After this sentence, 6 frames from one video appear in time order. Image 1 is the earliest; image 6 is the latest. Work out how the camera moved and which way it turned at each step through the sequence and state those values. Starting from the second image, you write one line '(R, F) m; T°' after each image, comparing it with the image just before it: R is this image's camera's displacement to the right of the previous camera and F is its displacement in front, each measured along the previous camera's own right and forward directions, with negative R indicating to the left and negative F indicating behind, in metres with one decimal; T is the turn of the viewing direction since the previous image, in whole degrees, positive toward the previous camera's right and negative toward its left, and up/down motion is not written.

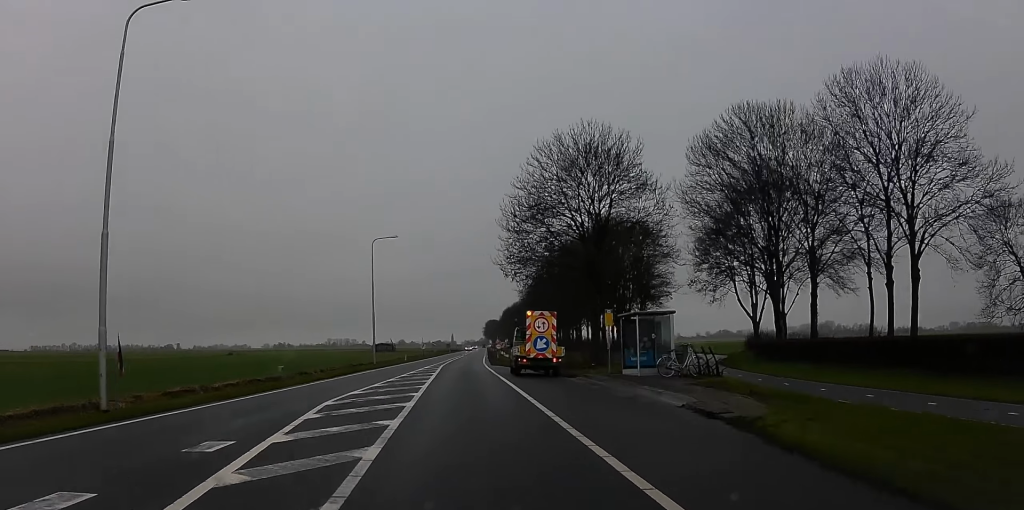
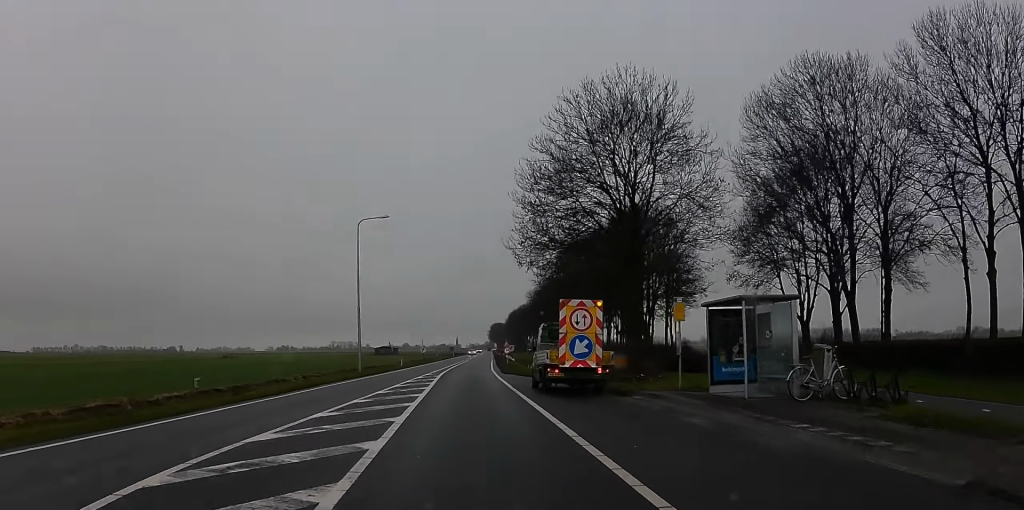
(-0.1, +10.4) m; -2°
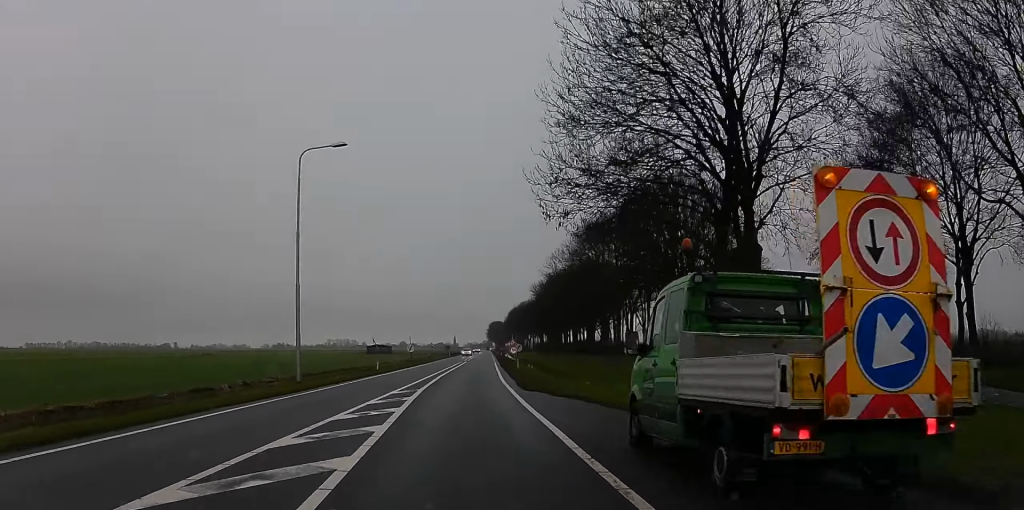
(-0.4, +16.8) m; 0°
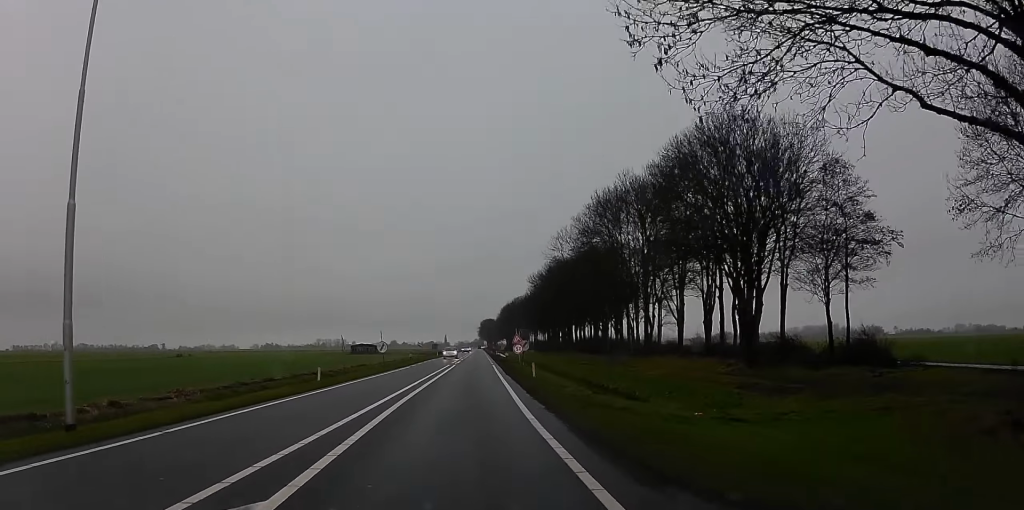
(+0.7, +18.0) m; +1°
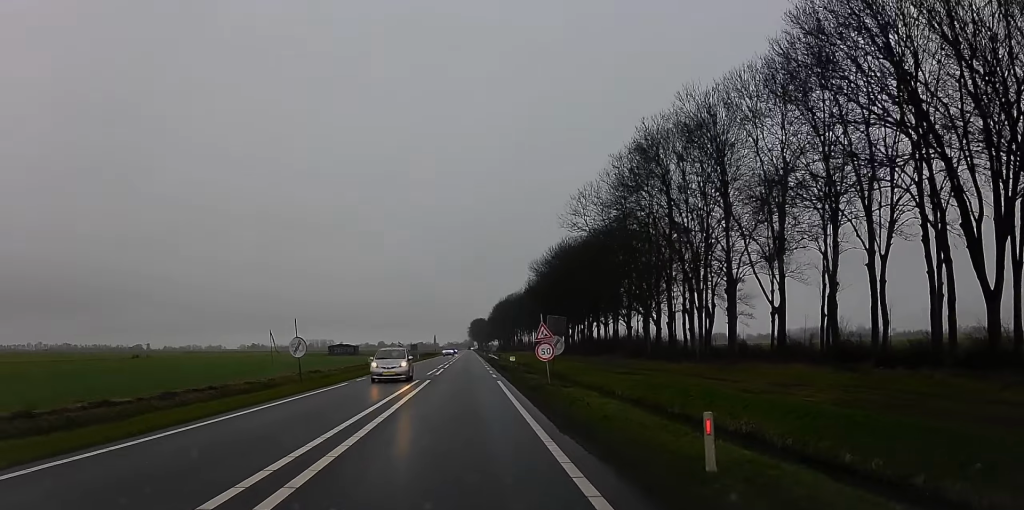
(-1.1, +25.7) m; 0°
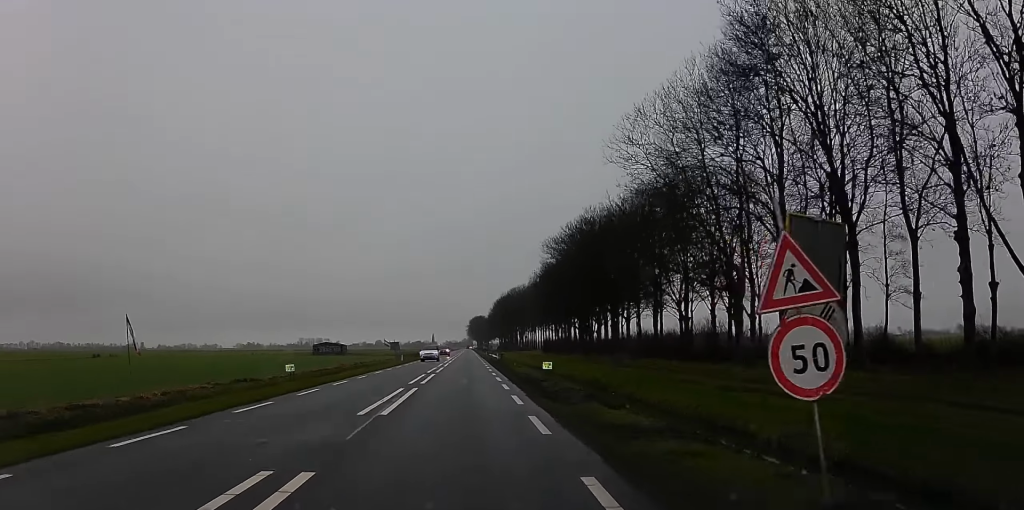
(+1.9, +23.9) m; +5°
